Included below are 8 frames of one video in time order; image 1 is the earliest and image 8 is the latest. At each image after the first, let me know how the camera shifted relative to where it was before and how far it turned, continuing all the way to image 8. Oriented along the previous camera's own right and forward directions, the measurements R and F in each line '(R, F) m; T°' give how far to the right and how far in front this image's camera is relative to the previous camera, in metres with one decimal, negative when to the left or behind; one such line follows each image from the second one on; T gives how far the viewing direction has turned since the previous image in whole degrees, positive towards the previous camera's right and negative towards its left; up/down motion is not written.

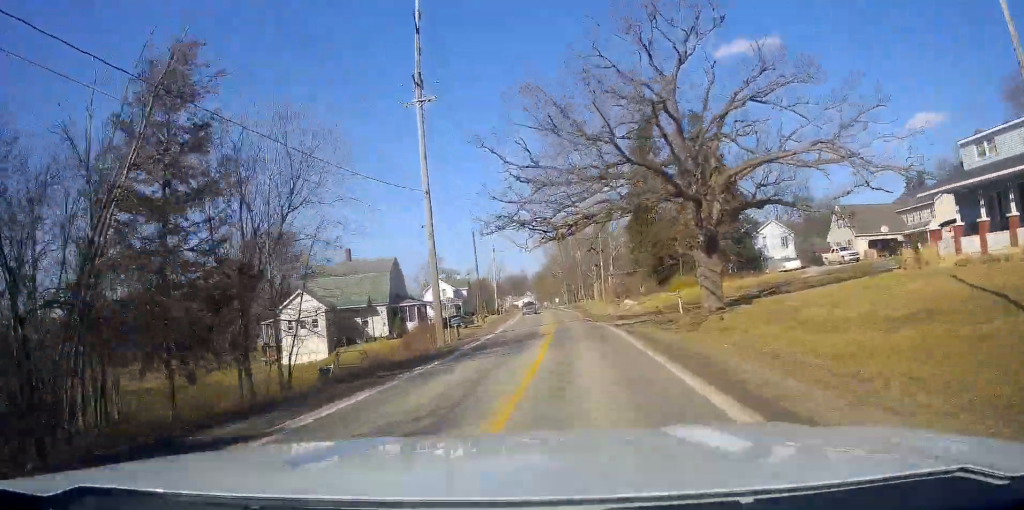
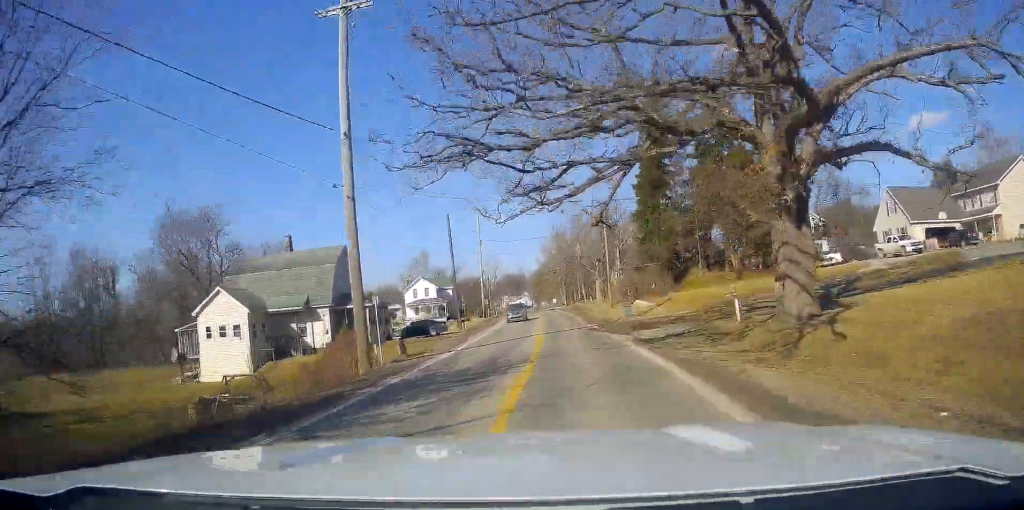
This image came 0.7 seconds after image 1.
(0.0, +13.7) m; 0°
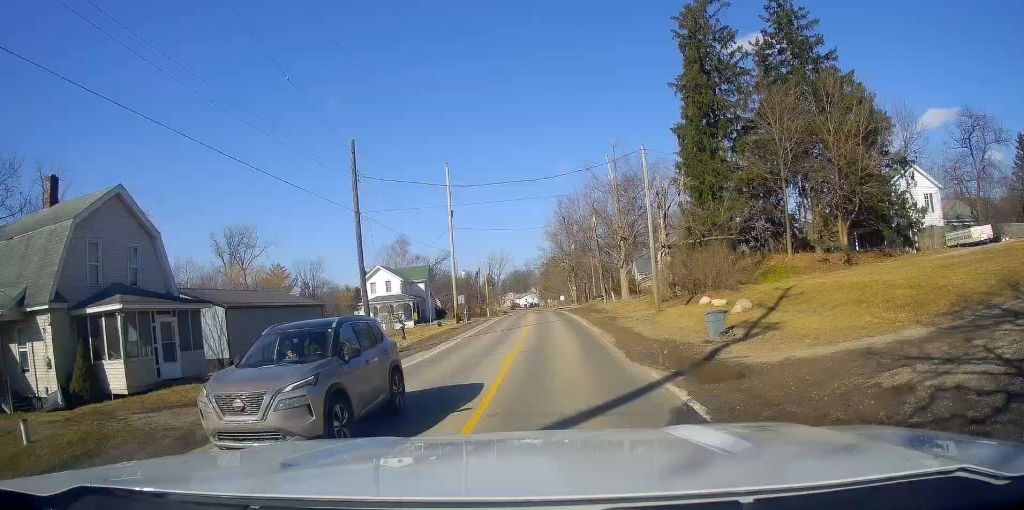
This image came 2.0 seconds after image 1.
(-0.2, +26.5) m; -1°
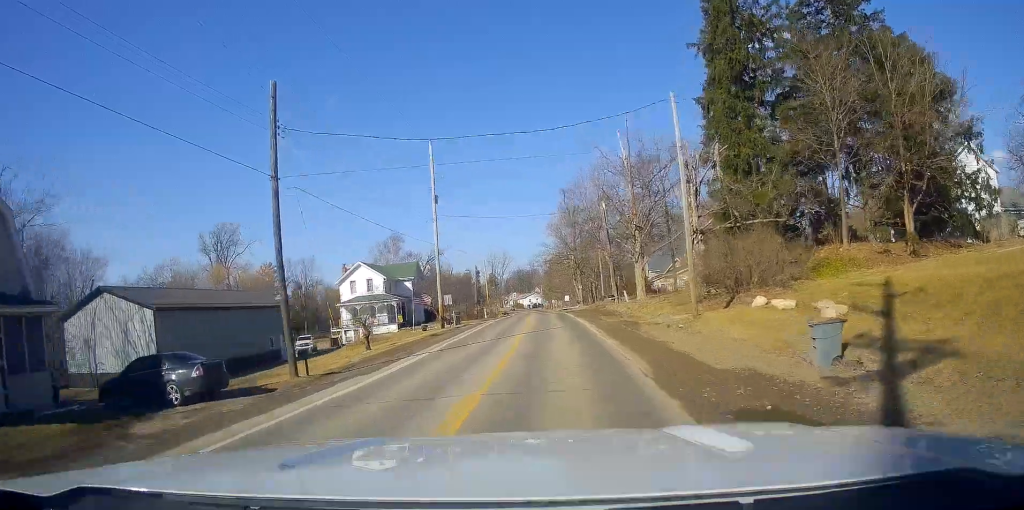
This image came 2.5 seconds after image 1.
(0.0, +8.9) m; 0°
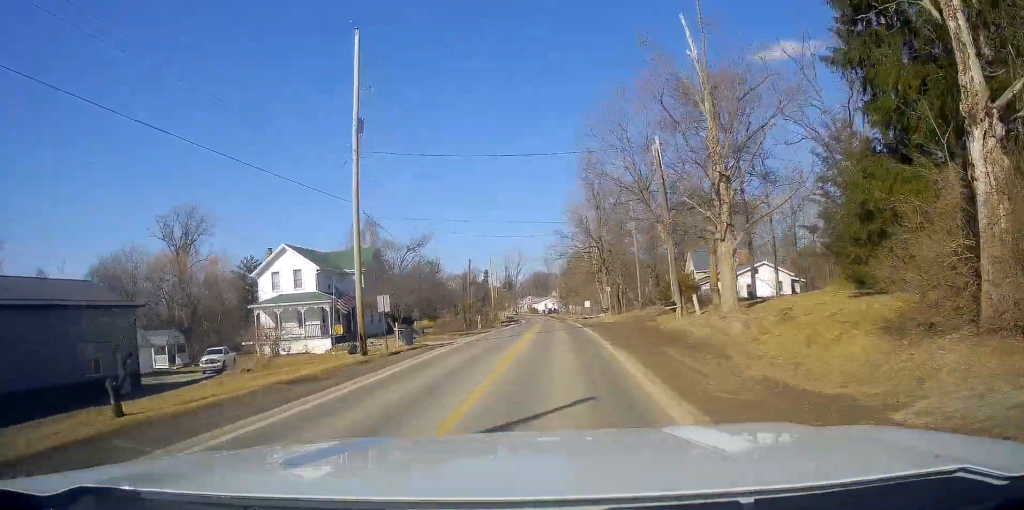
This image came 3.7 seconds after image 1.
(-0.4, +21.6) m; -1°
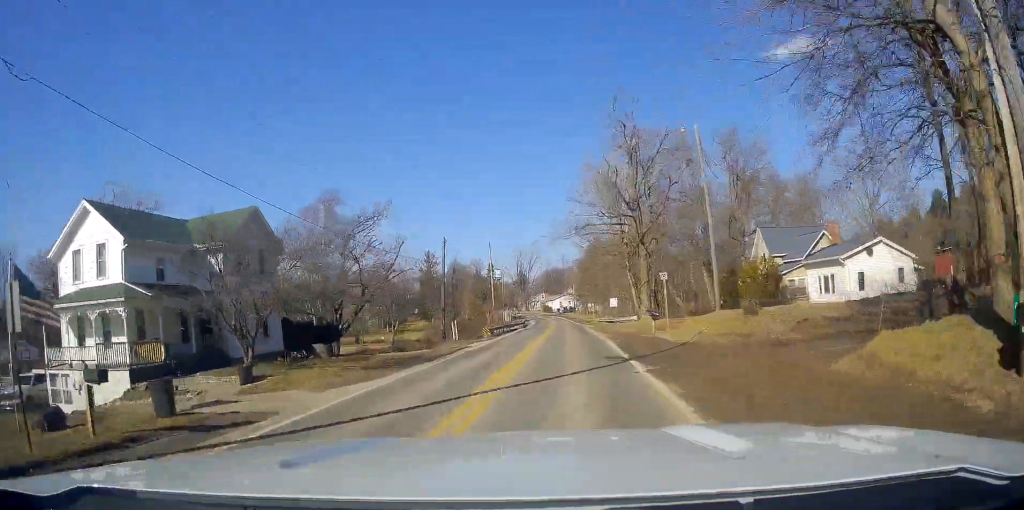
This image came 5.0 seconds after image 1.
(-0.1, +22.0) m; -1°
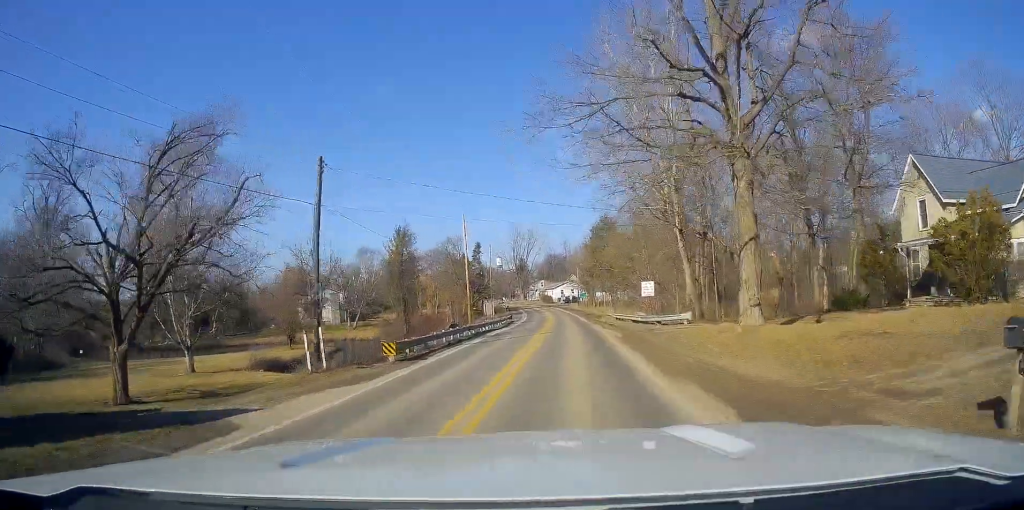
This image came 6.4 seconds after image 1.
(-0.4, +24.1) m; -2°
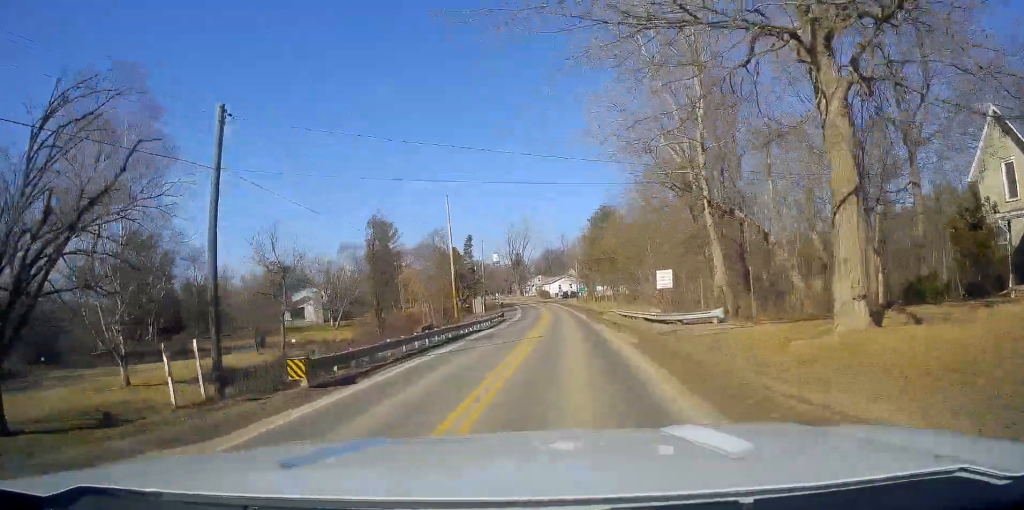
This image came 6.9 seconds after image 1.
(0.0, +6.7) m; 0°
